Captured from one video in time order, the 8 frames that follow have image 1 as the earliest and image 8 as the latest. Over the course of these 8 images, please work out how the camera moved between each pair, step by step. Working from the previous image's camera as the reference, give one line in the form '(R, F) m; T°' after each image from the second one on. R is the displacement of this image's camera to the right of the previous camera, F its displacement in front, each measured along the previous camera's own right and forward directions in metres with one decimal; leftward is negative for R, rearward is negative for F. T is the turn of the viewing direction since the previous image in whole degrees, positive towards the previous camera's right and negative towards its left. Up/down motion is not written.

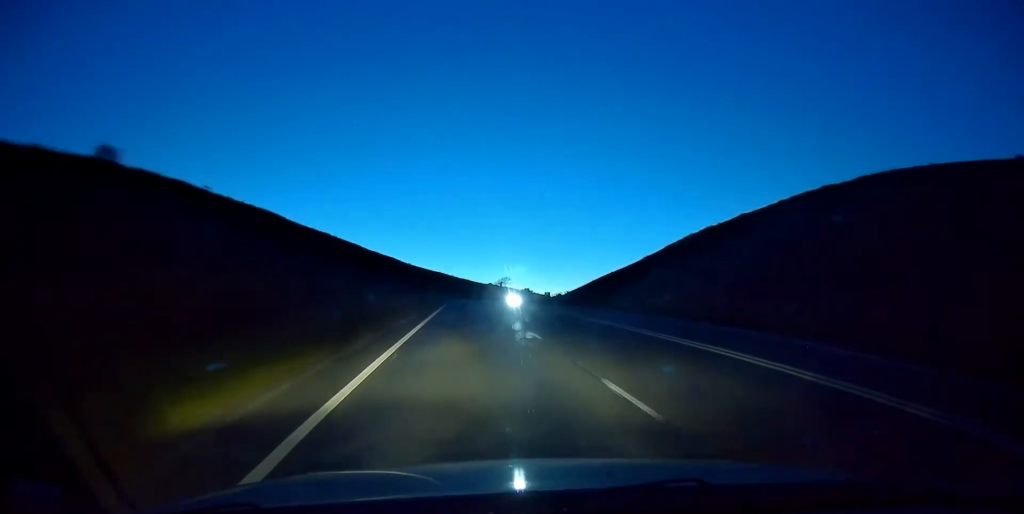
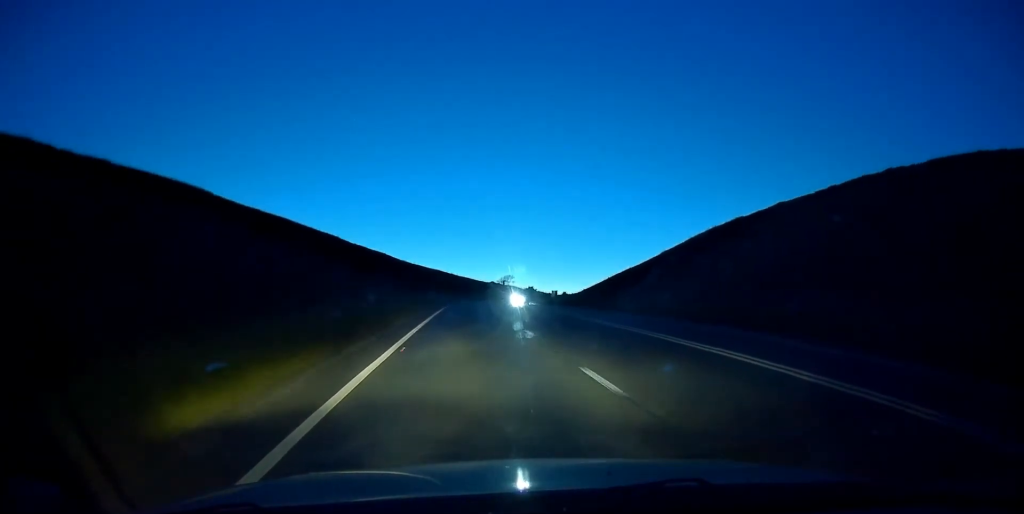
(-0.1, +16.1) m; -1°
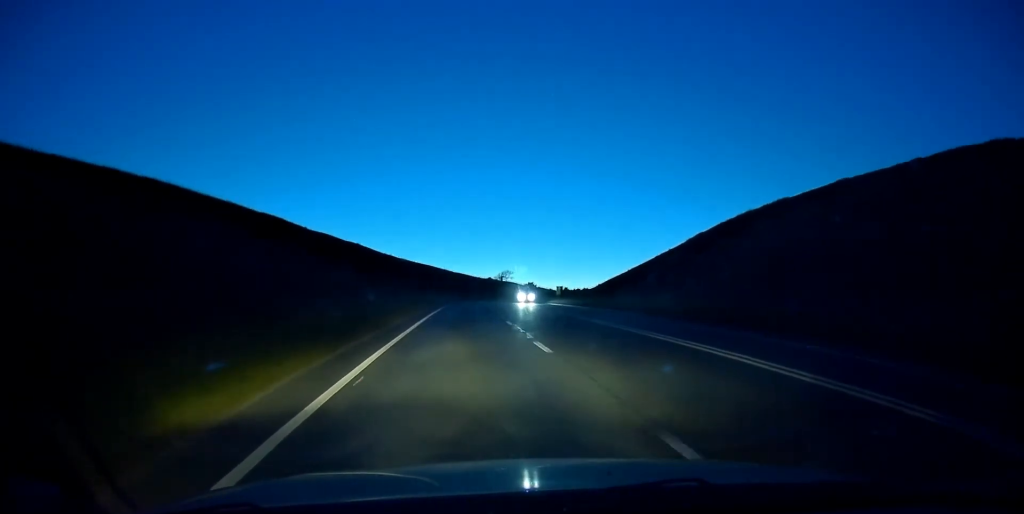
(-0.2, +21.4) m; 0°
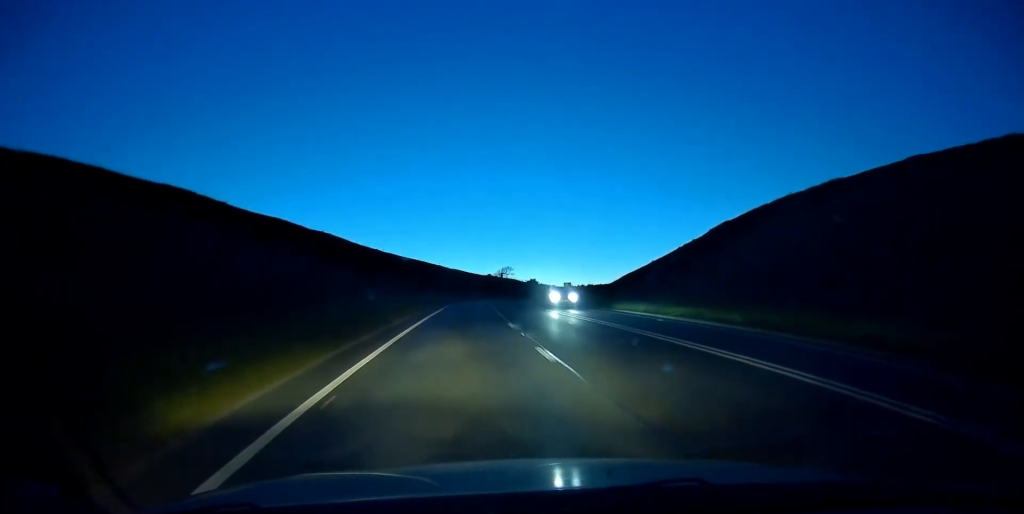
(0.0, +18.3) m; 0°
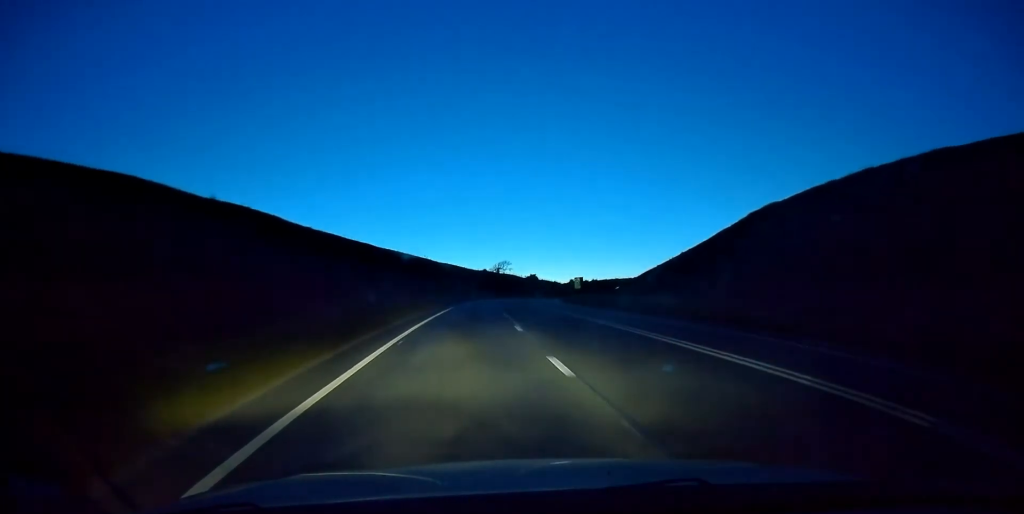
(+0.2, +26.9) m; +1°
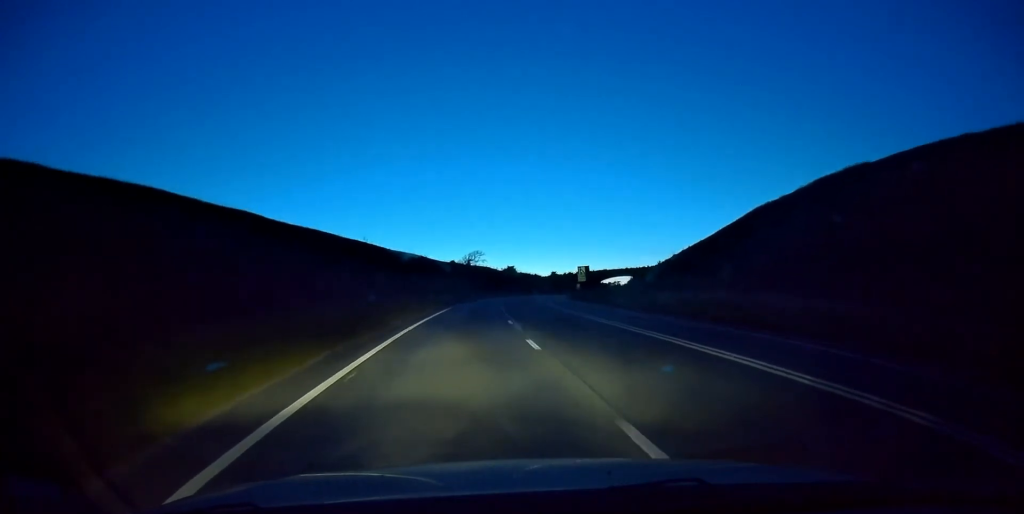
(+0.4, +39.7) m; 0°
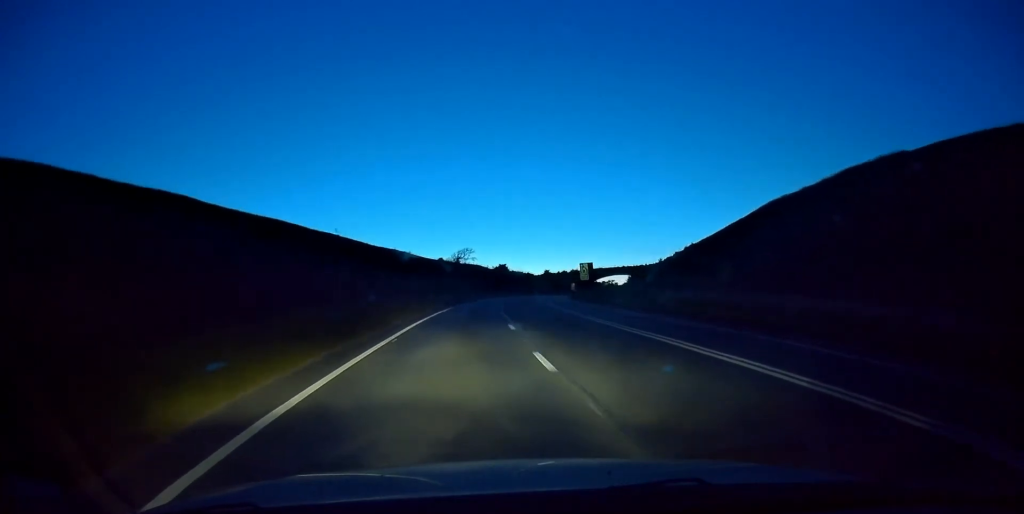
(0.0, +11.2) m; +1°
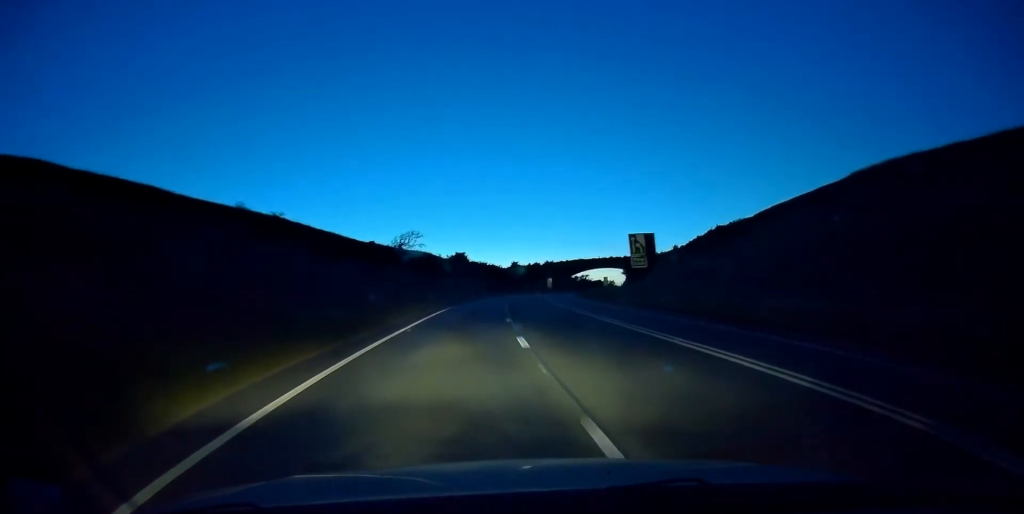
(+1.9, +47.6) m; +5°
